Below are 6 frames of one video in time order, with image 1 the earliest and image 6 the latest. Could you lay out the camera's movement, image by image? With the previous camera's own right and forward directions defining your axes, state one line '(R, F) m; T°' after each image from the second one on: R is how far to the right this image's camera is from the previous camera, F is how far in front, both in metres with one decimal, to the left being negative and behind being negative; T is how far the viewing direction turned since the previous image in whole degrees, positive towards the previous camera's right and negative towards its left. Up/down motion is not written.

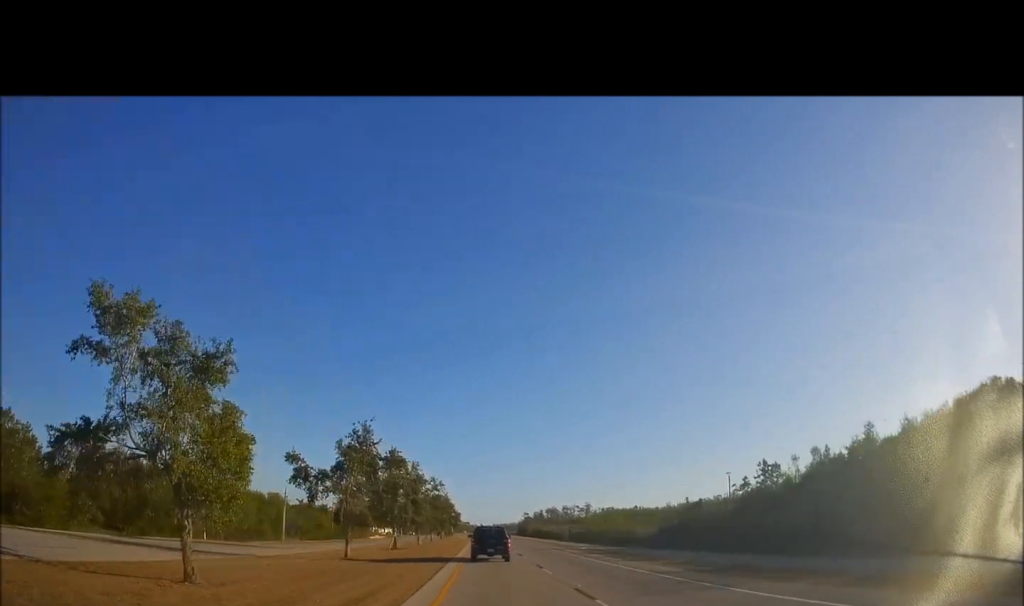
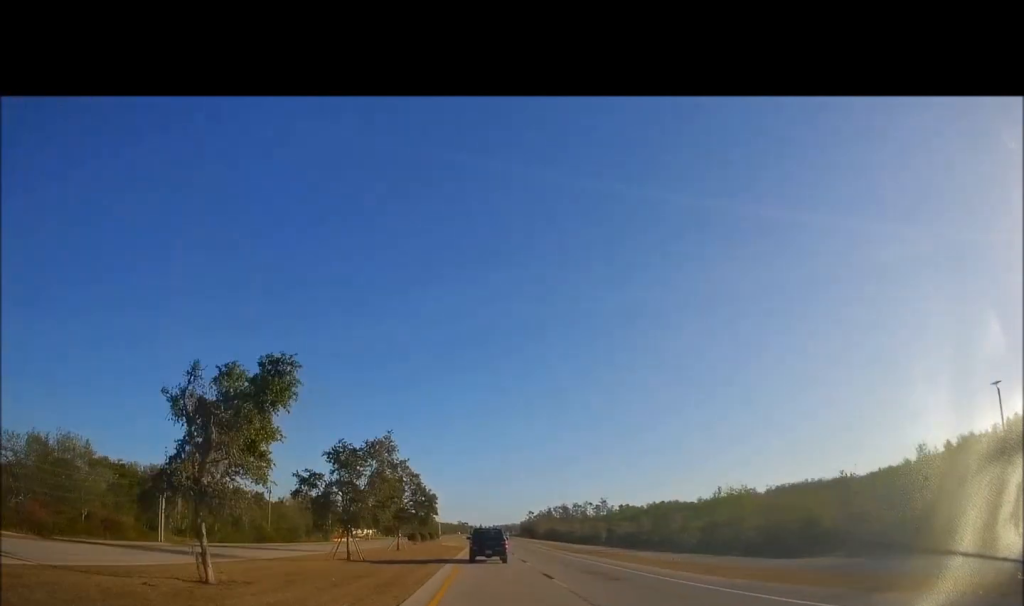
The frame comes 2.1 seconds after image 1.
(-0.9, +55.4) m; -1°
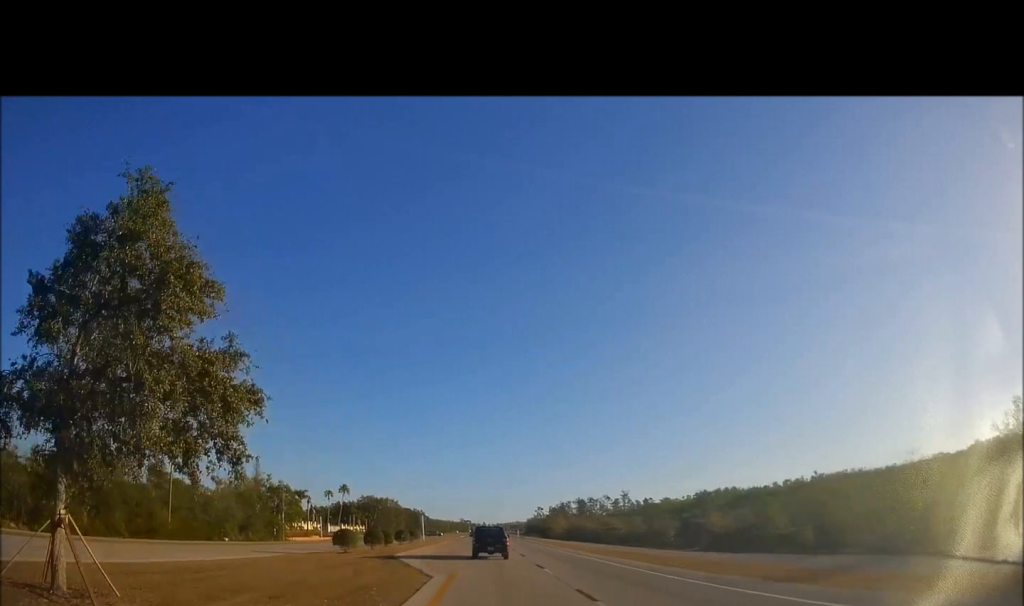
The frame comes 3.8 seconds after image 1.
(+1.0, +44.8) m; +1°
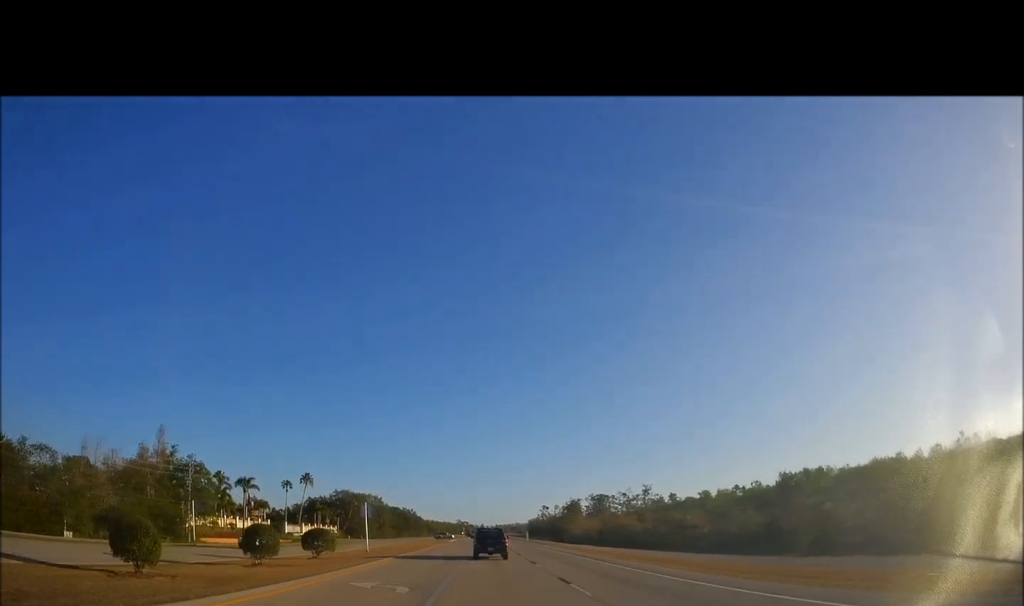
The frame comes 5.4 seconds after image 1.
(-0.8, +44.1) m; -1°
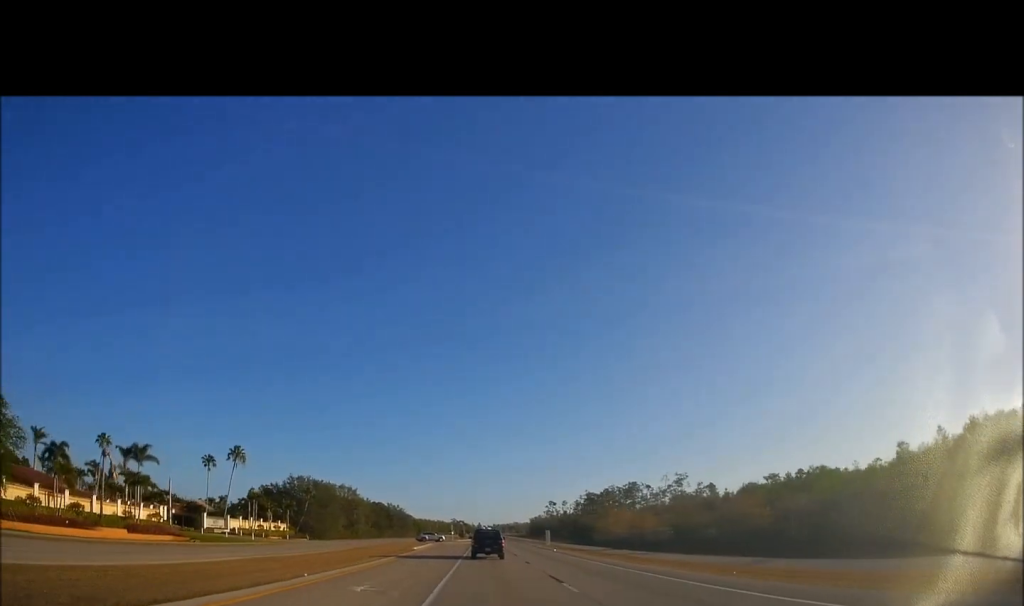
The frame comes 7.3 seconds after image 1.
(0.0, +48.8) m; +1°
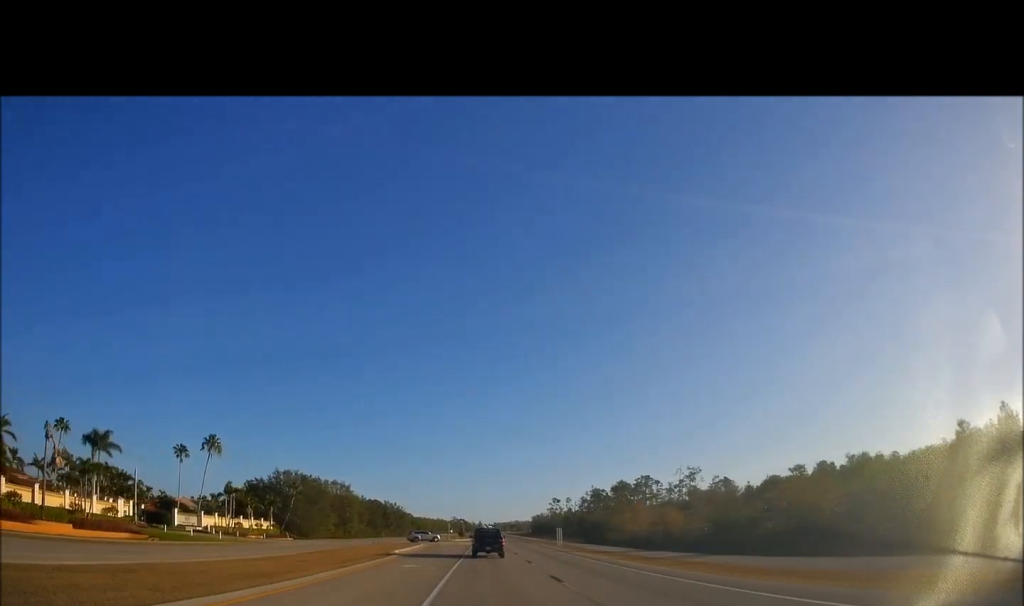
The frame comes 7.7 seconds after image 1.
(+0.1, +12.5) m; 0°
